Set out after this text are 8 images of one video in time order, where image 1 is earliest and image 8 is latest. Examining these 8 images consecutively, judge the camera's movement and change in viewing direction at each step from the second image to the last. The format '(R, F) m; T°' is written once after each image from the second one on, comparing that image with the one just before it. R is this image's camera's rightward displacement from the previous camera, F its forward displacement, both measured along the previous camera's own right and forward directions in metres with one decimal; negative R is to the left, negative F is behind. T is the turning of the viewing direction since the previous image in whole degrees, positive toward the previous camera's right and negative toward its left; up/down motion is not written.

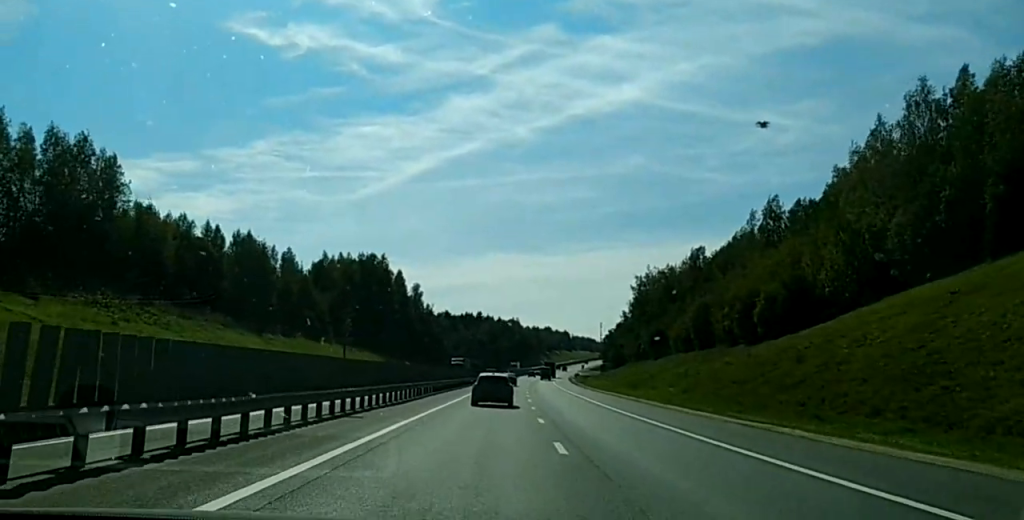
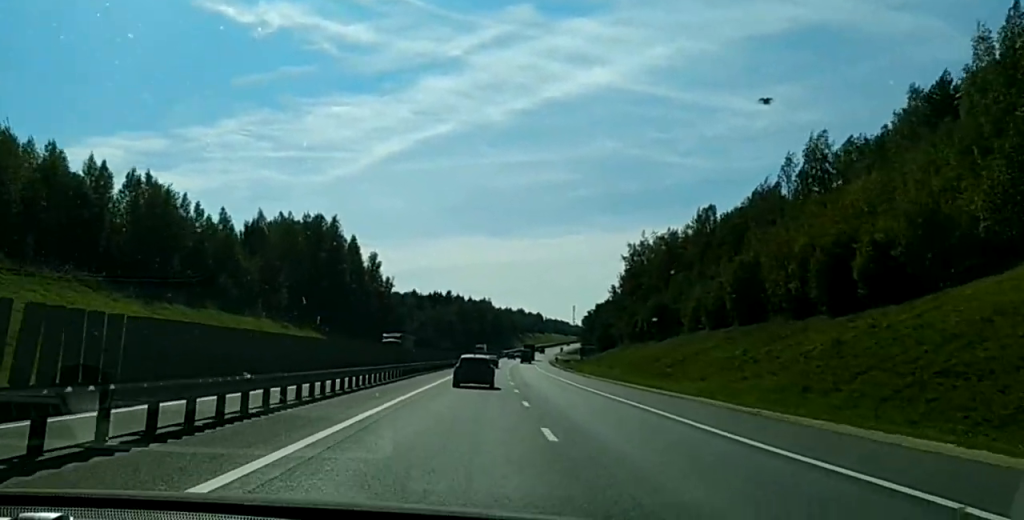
(+0.7, +39.4) m; +1°
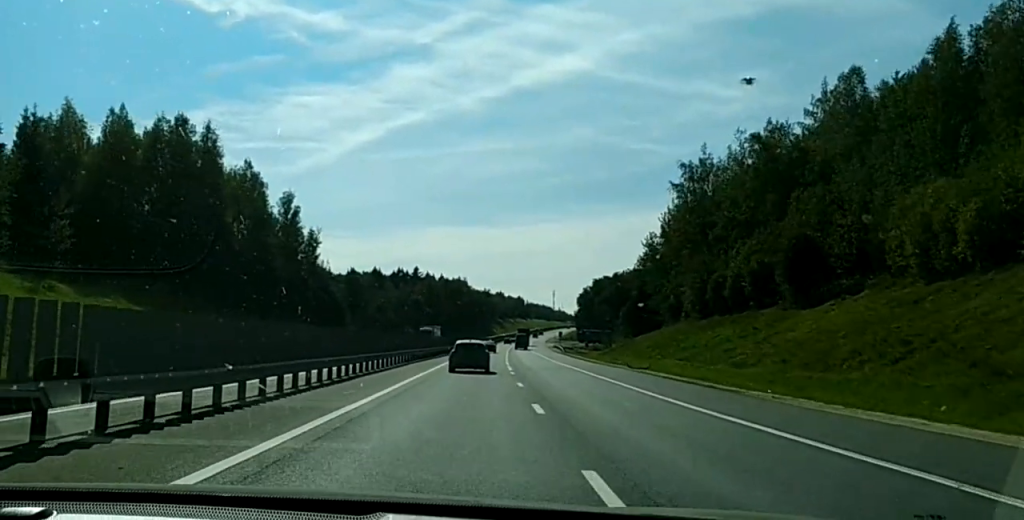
(+0.2, +78.1) m; +1°
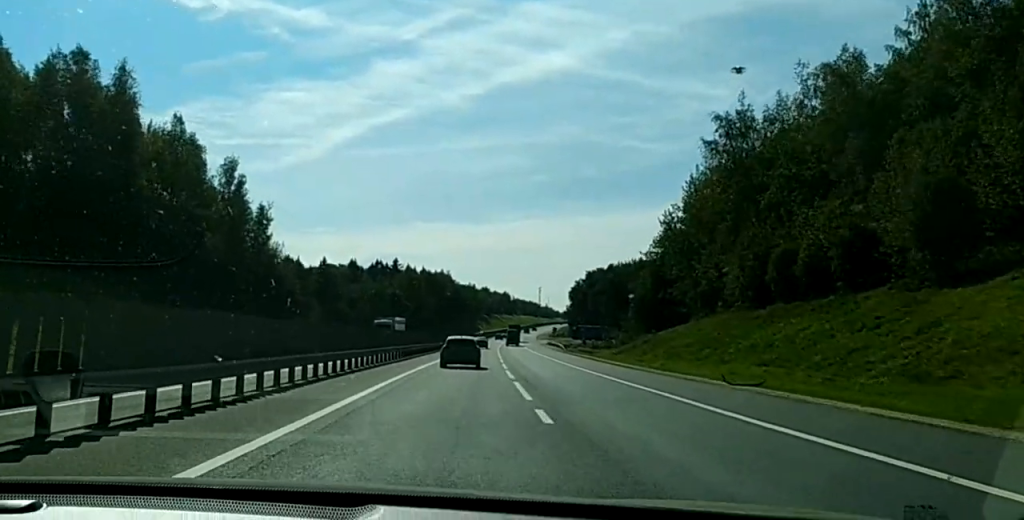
(+0.2, +26.2) m; 0°
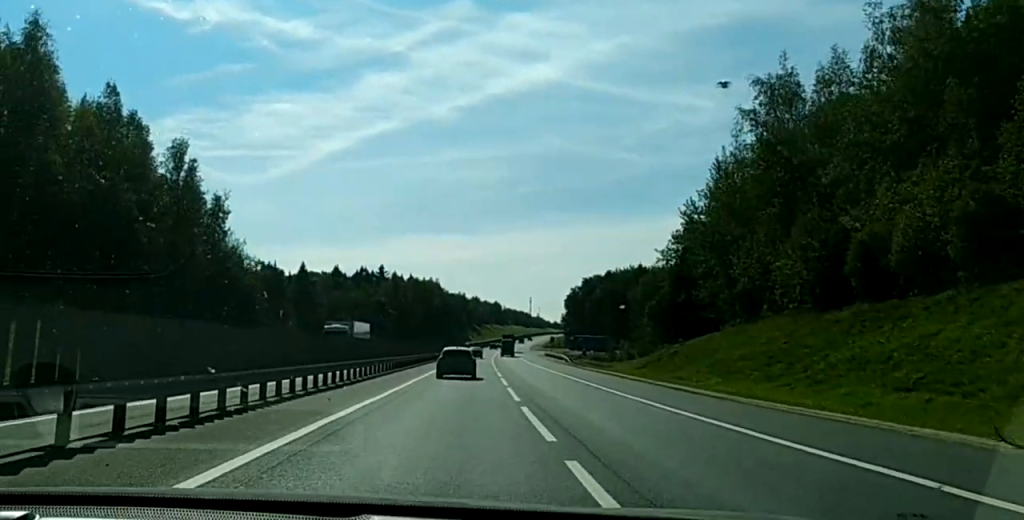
(-0.2, +19.1) m; 0°
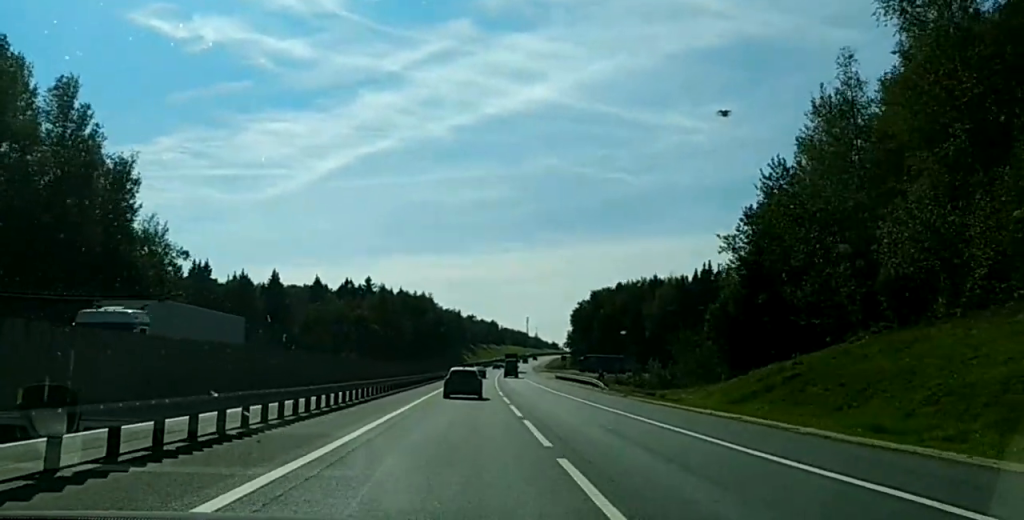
(+0.5, +31.2) m; +1°
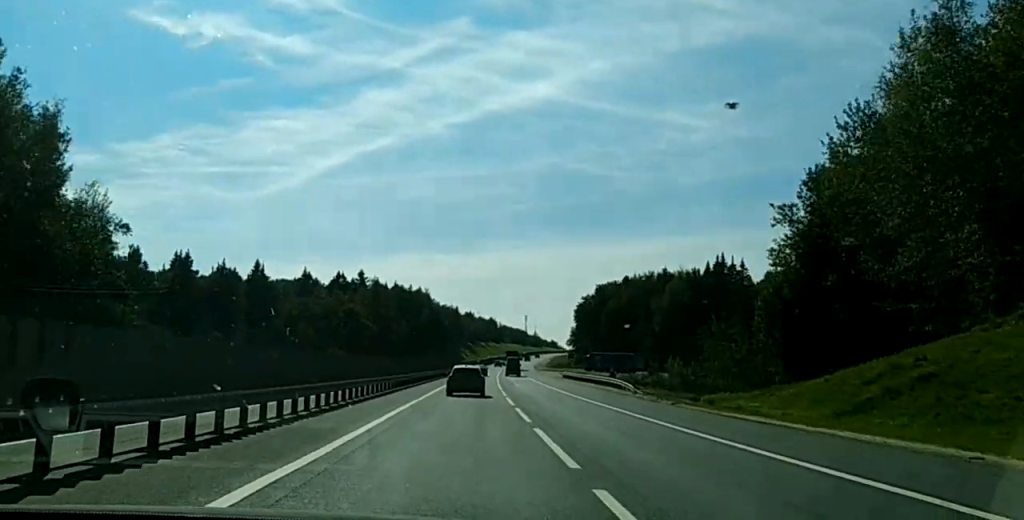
(+0.1, +15.5) m; 0°
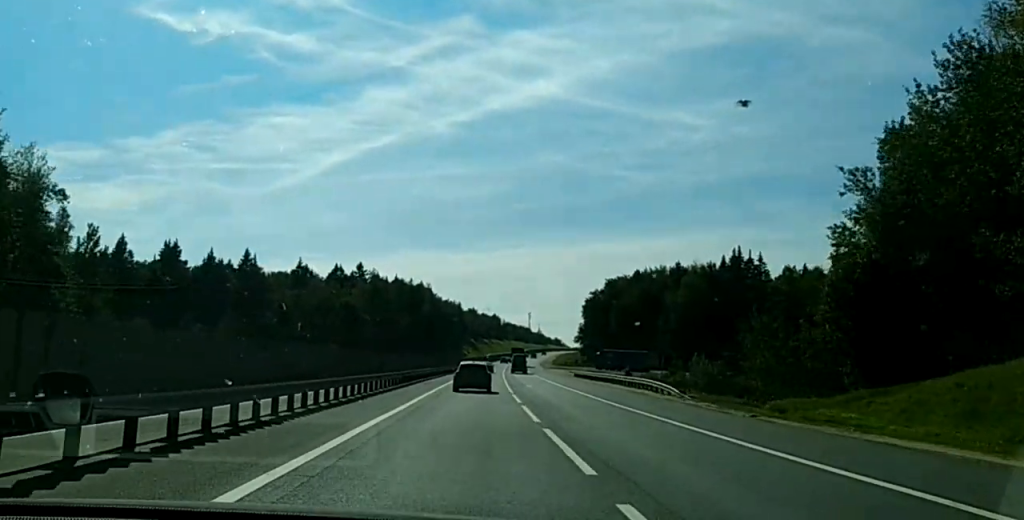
(+0.1, +13.1) m; 0°
